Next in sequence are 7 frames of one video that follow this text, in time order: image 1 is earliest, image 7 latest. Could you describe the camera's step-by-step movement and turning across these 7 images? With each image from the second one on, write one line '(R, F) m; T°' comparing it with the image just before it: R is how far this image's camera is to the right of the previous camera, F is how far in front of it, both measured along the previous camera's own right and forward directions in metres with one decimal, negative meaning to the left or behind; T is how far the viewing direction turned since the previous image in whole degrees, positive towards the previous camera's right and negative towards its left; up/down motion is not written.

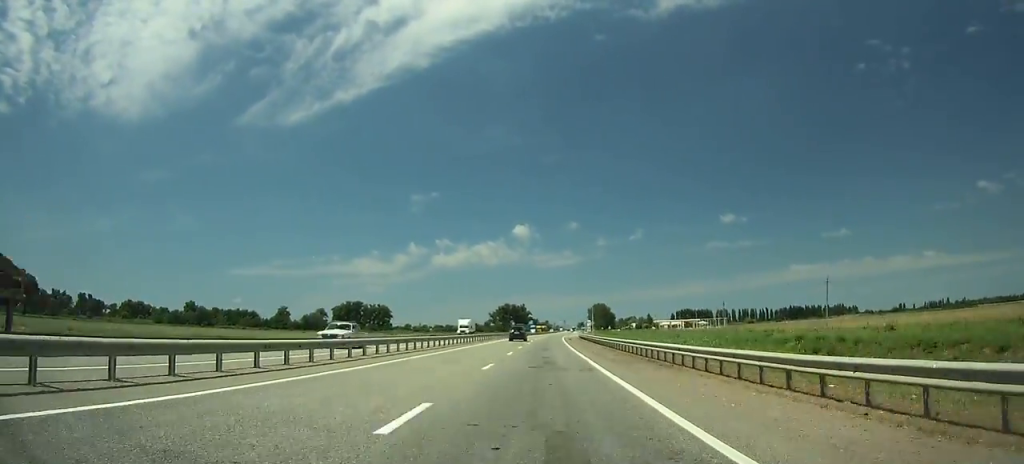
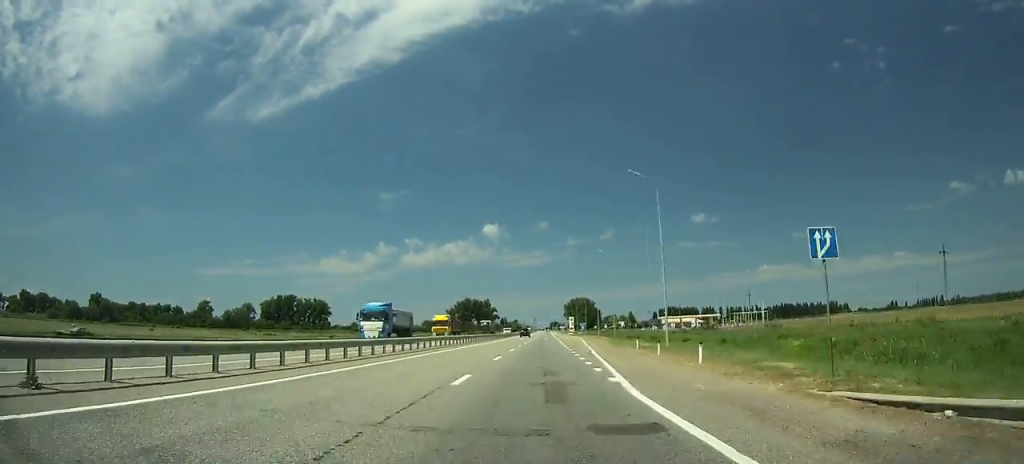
(+2.7, +100.7) m; +3°
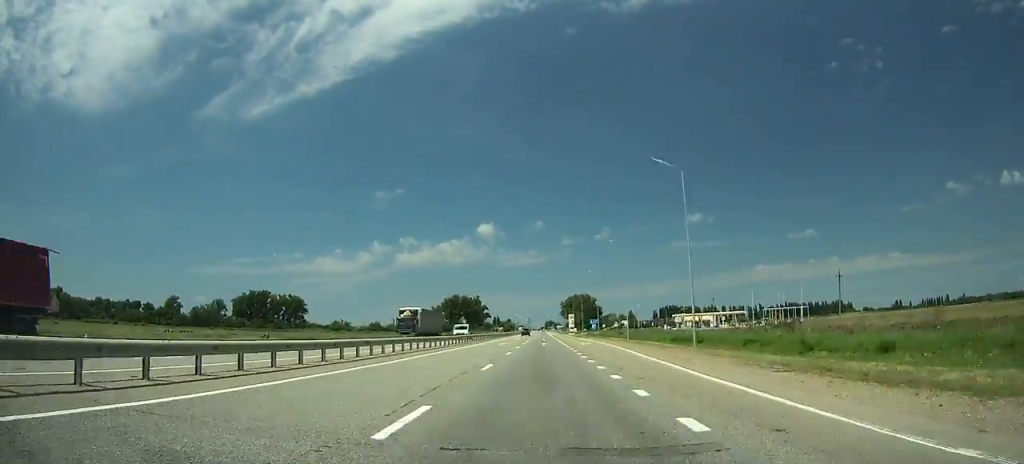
(+0.8, +43.7) m; +1°
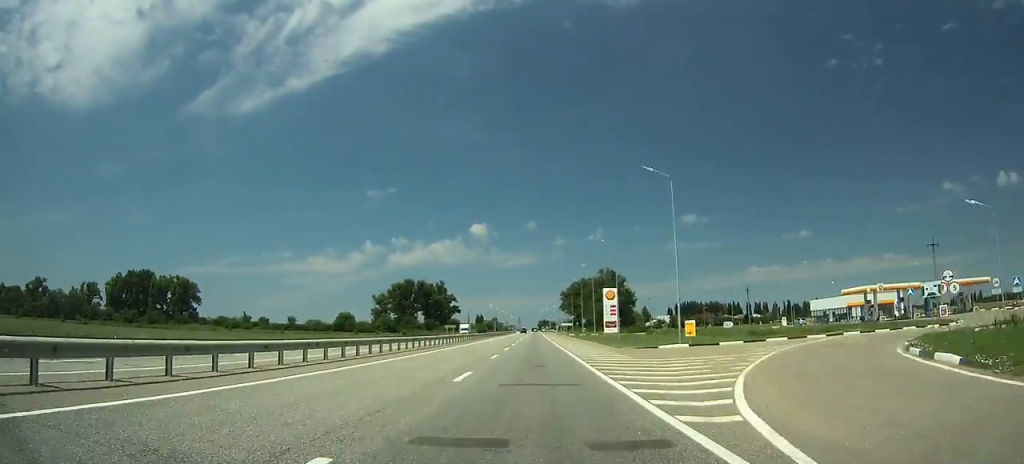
(+1.4, +147.4) m; +1°
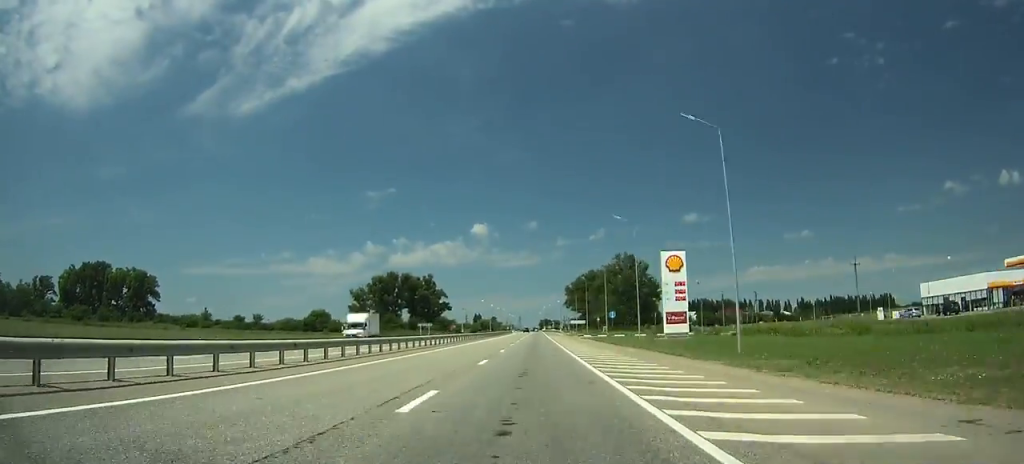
(0.0, +42.3) m; 0°
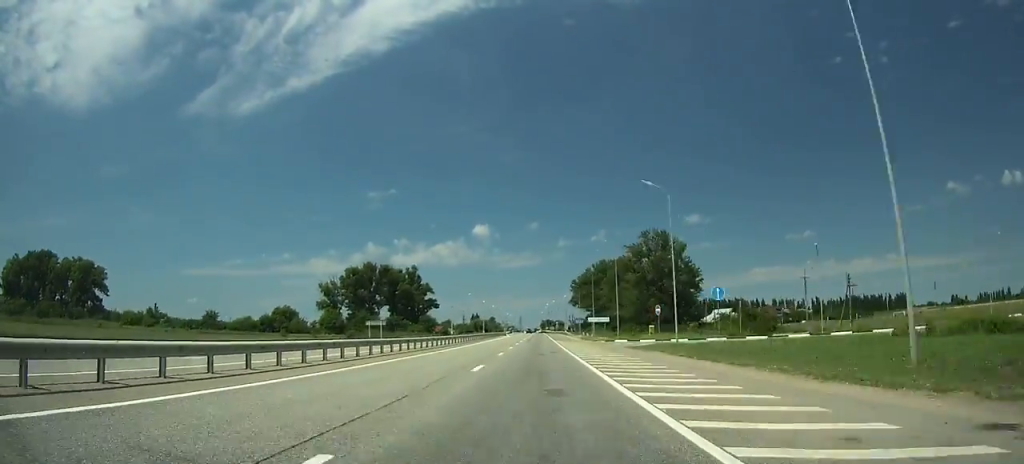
(0.0, +41.9) m; 0°
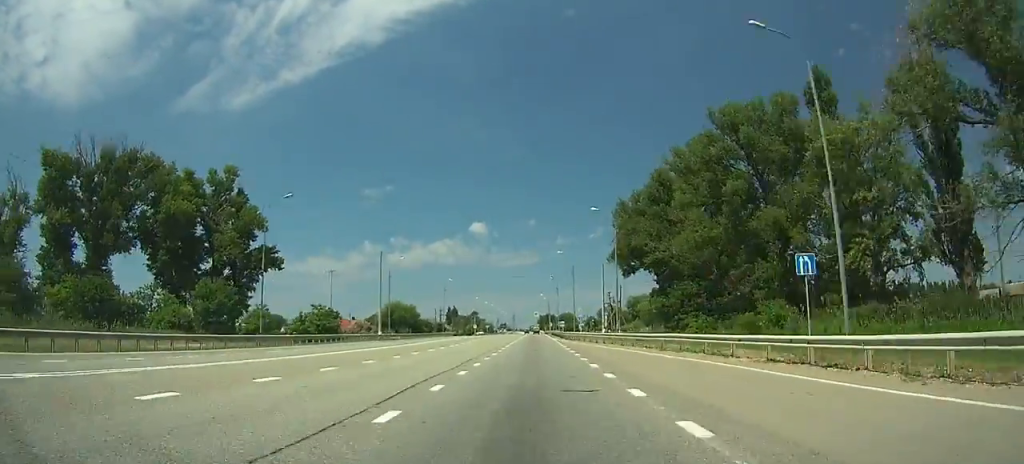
(-0.2, +156.2) m; 0°
